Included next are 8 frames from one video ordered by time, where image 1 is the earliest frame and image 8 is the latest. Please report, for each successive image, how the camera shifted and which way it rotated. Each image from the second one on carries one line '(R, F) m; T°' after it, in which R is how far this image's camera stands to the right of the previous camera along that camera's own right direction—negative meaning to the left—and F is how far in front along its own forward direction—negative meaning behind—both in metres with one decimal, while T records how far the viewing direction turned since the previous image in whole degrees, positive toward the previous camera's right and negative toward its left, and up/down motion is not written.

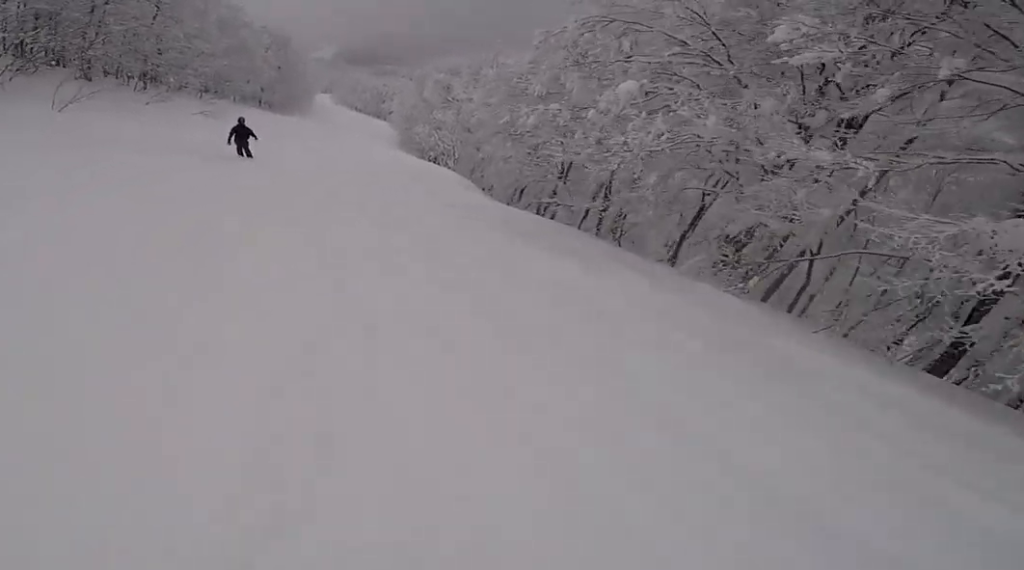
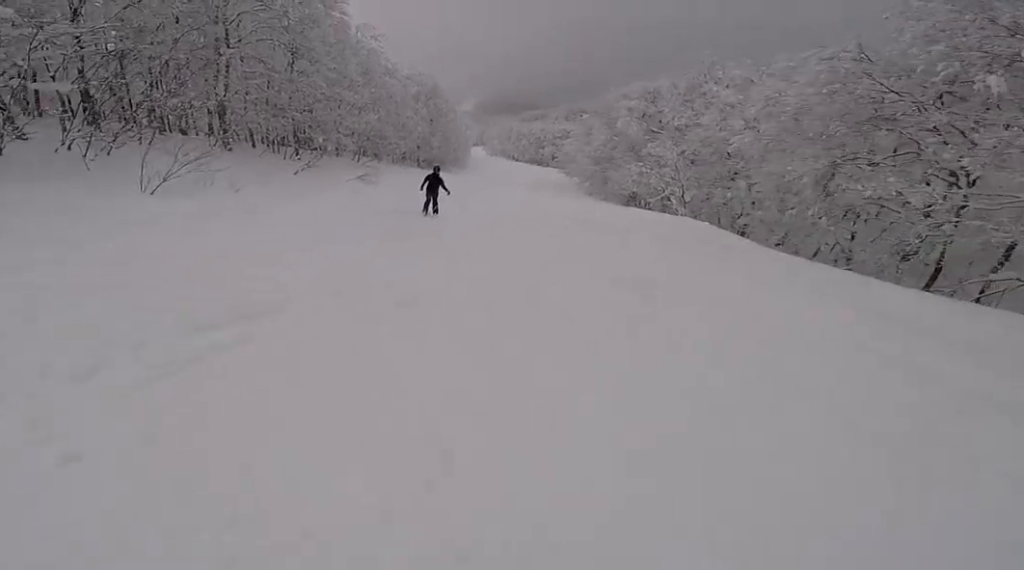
(-1.2, +7.4) m; -8°
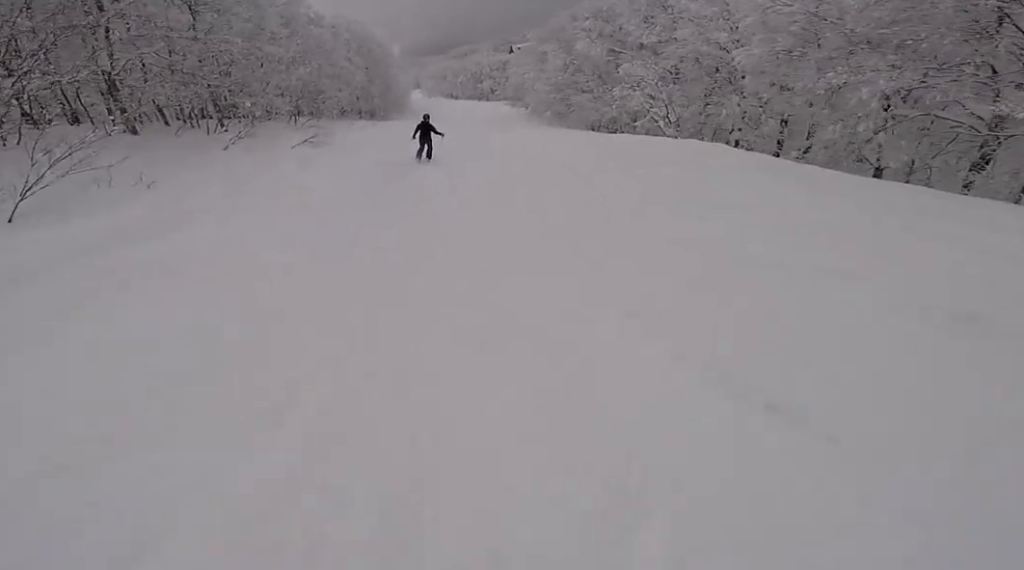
(-0.7, +3.6) m; +4°
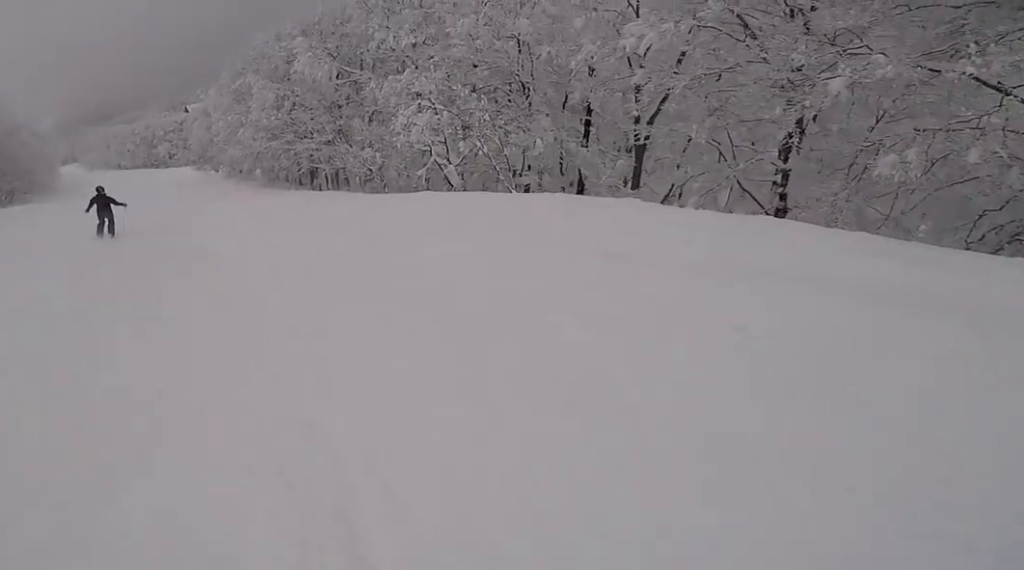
(+3.3, +11.7) m; +15°
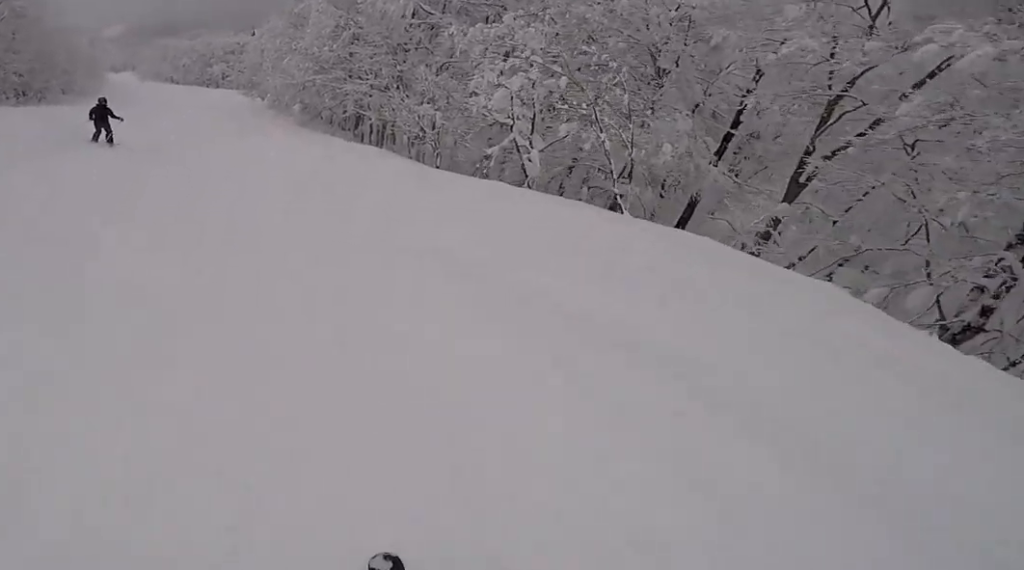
(0.0, +3.5) m; -4°
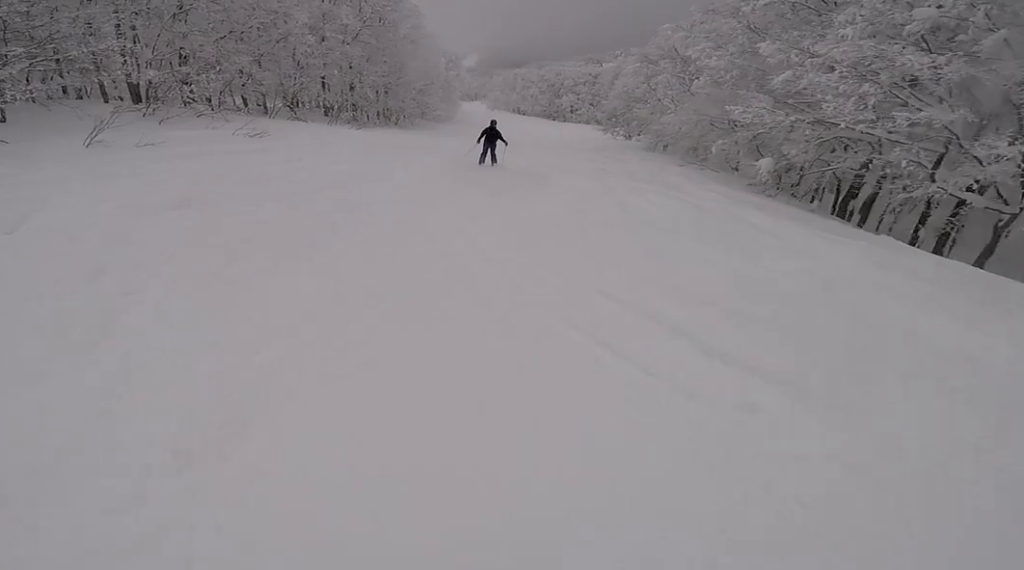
(-2.5, +11.6) m; -24°
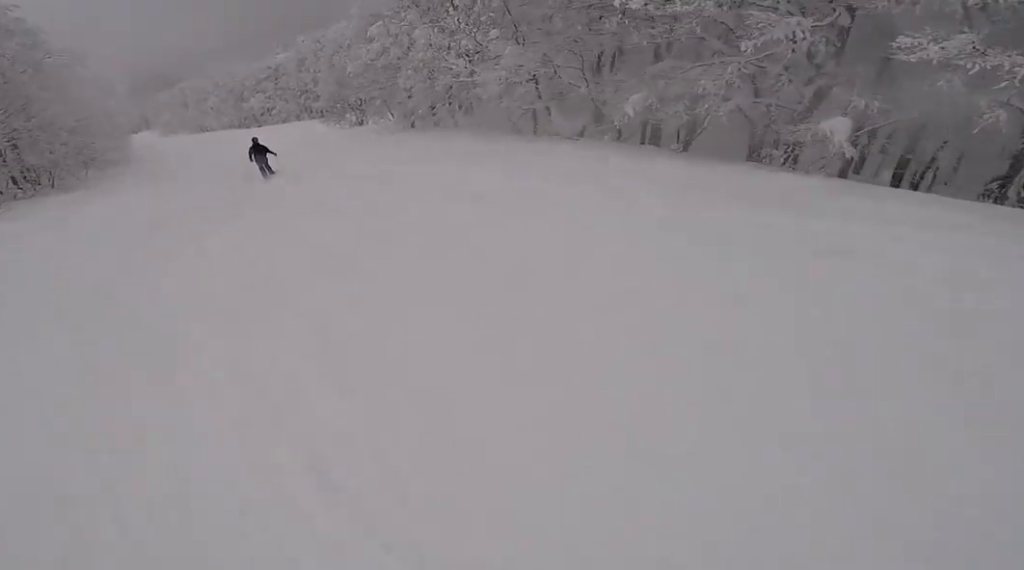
(+2.6, +10.3) m; +33°
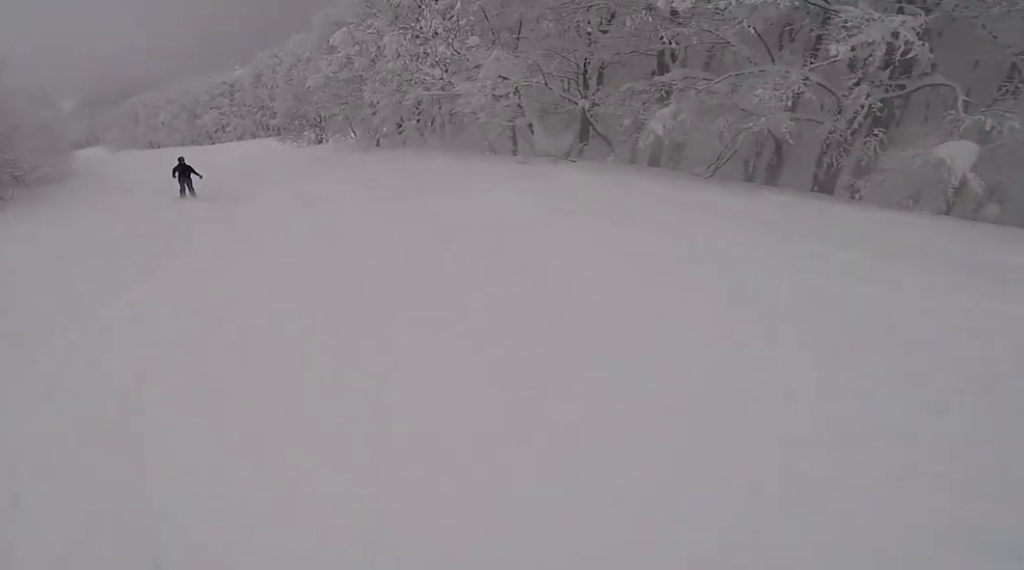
(+0.8, +3.1) m; +8°
